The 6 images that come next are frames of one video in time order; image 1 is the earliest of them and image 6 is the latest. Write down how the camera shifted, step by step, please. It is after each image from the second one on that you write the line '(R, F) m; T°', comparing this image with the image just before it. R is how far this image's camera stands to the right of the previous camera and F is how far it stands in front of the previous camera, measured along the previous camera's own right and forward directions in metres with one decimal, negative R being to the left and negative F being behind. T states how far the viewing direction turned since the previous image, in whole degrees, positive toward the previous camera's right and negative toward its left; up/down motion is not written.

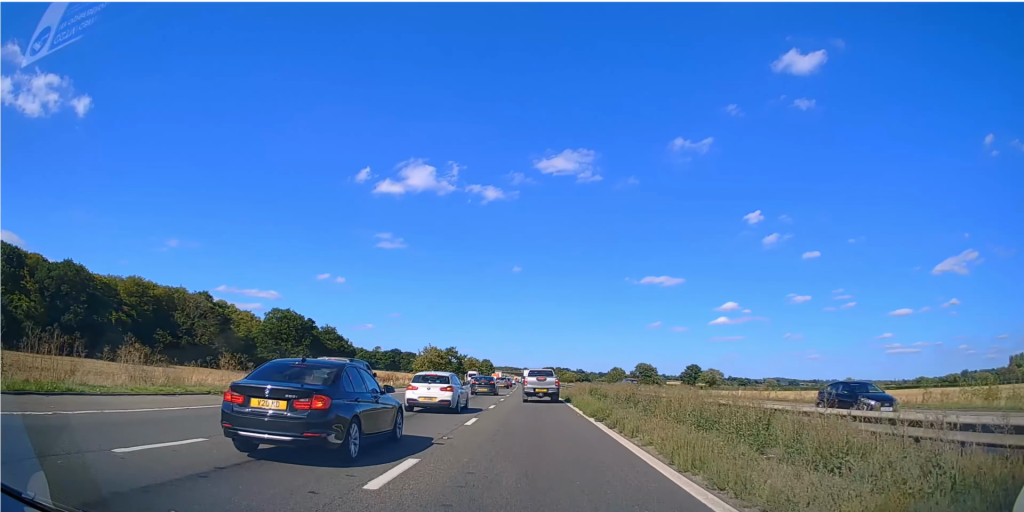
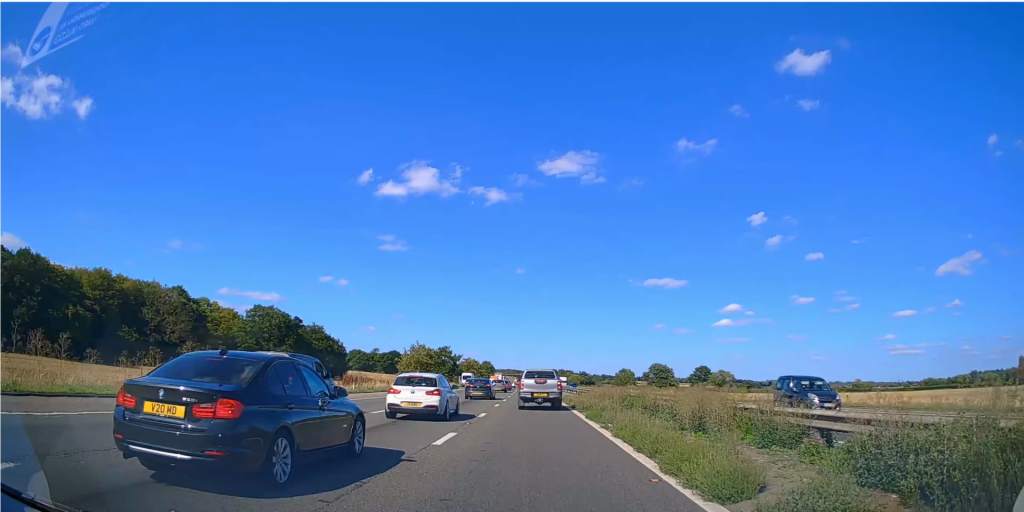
(-0.2, +13.5) m; -1°
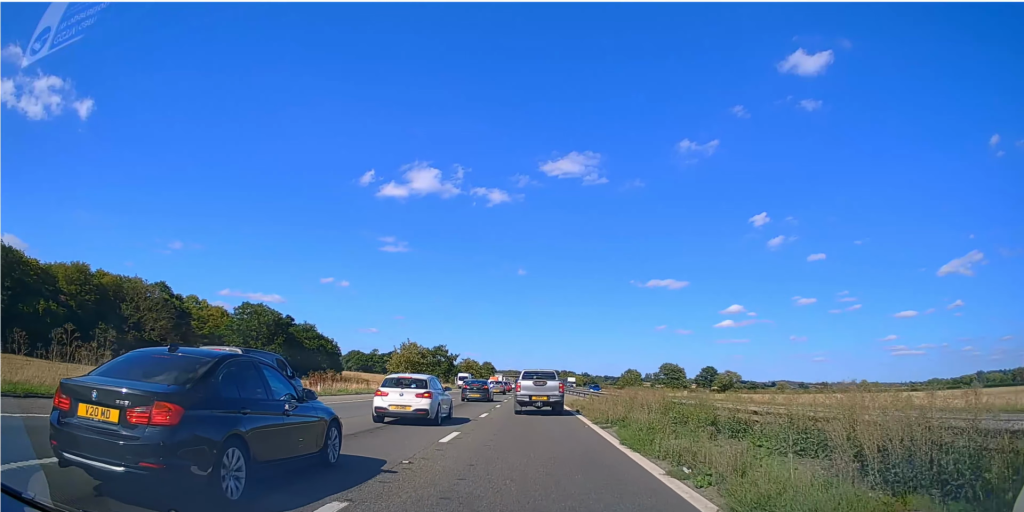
(0.0, +8.6) m; 0°
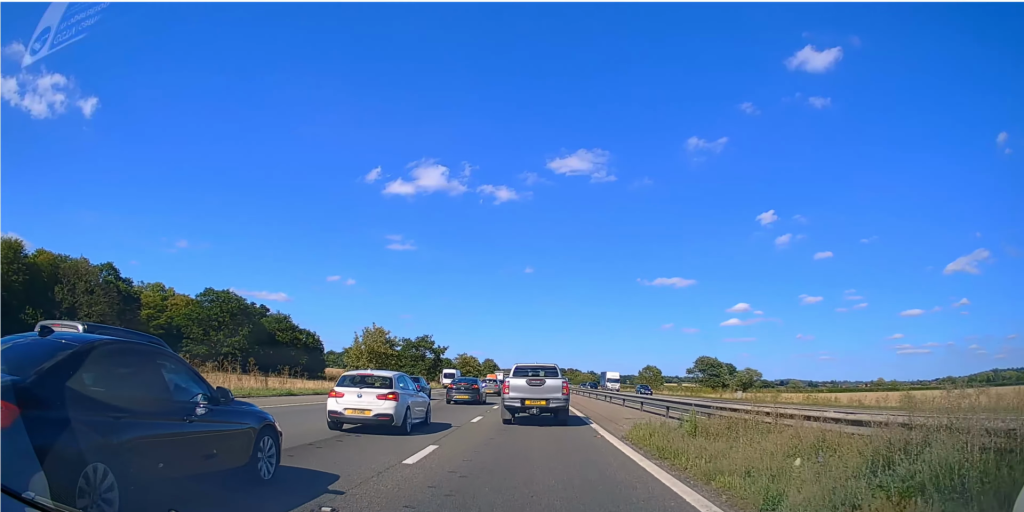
(0.0, +21.6) m; 0°
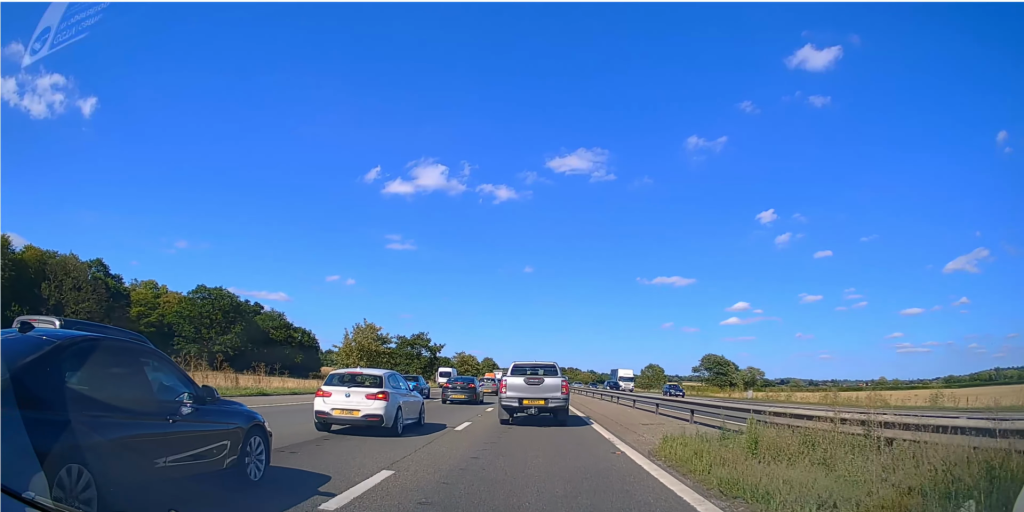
(0.0, +3.5) m; 0°
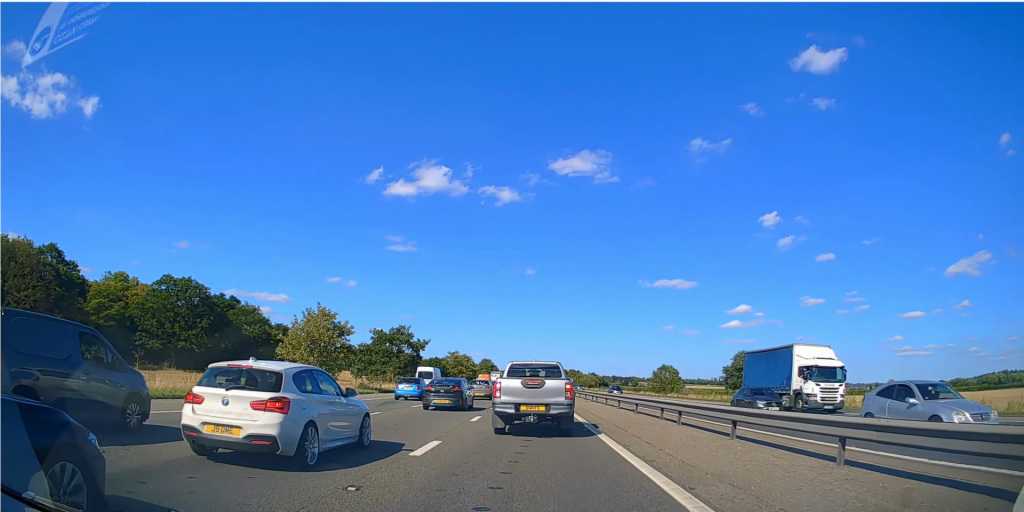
(-0.3, +13.8) m; -2°
